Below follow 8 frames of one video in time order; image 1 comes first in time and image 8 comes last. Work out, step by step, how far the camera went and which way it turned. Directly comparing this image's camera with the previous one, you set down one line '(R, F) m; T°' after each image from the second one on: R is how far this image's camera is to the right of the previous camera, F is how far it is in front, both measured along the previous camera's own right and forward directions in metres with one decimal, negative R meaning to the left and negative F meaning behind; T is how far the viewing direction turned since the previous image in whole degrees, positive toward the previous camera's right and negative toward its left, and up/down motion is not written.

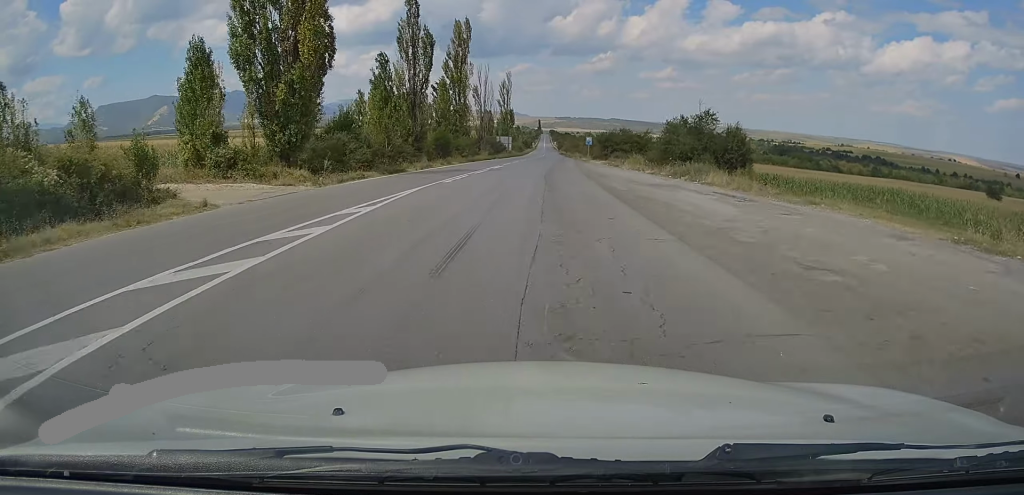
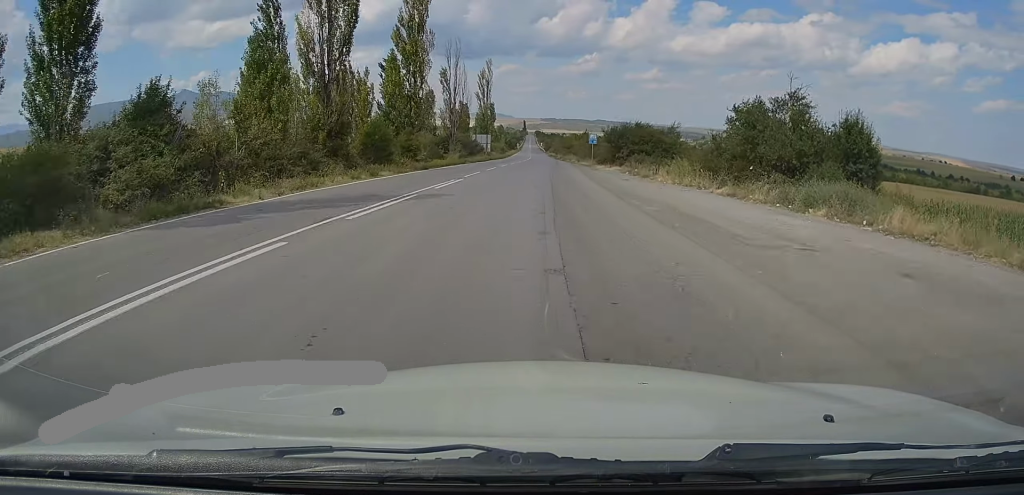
(+0.3, +21.2) m; +1°
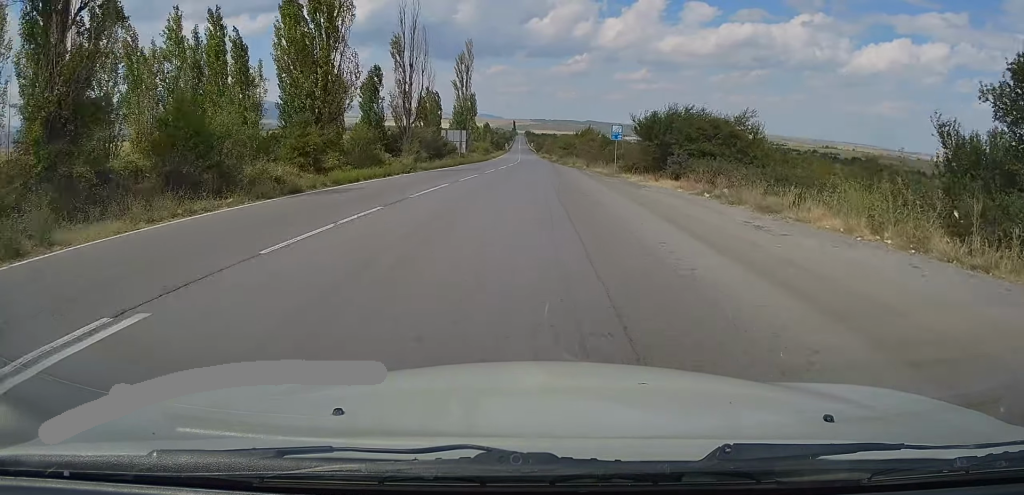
(+0.1, +21.7) m; 0°
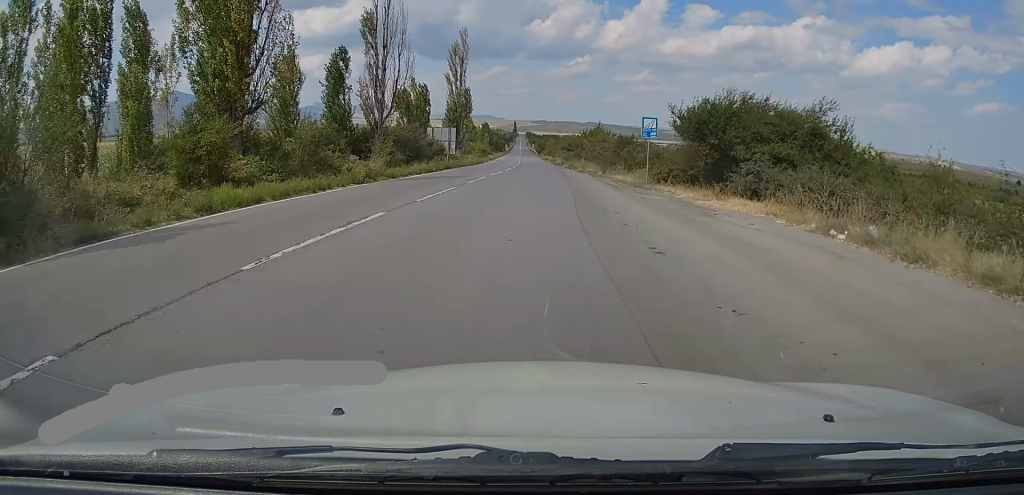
(0.0, +10.0) m; +1°
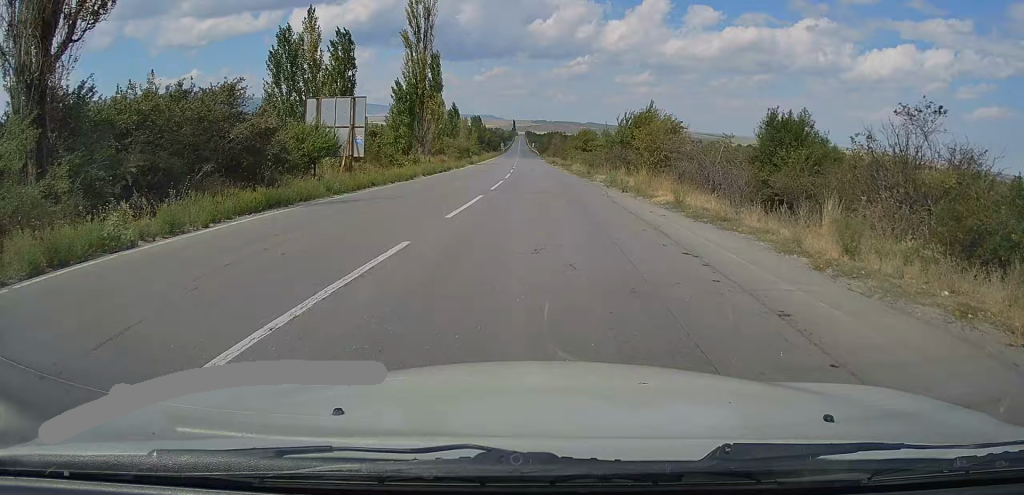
(+0.5, +30.5) m; +1°
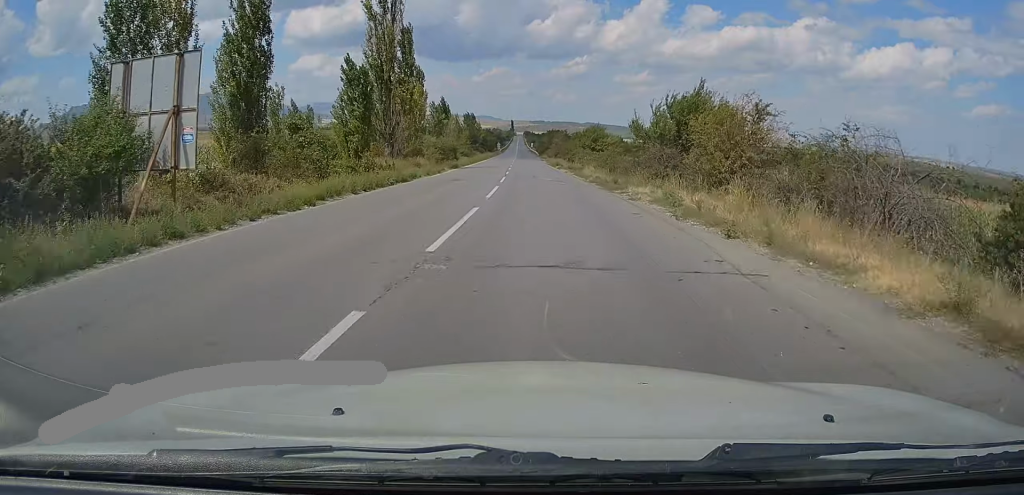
(-0.2, +12.4) m; 0°
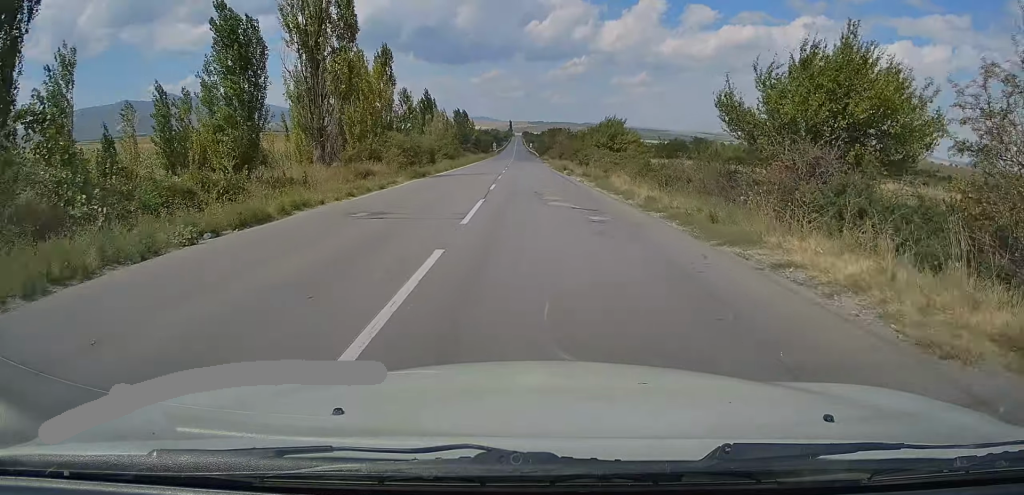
(+0.1, +14.4) m; 0°
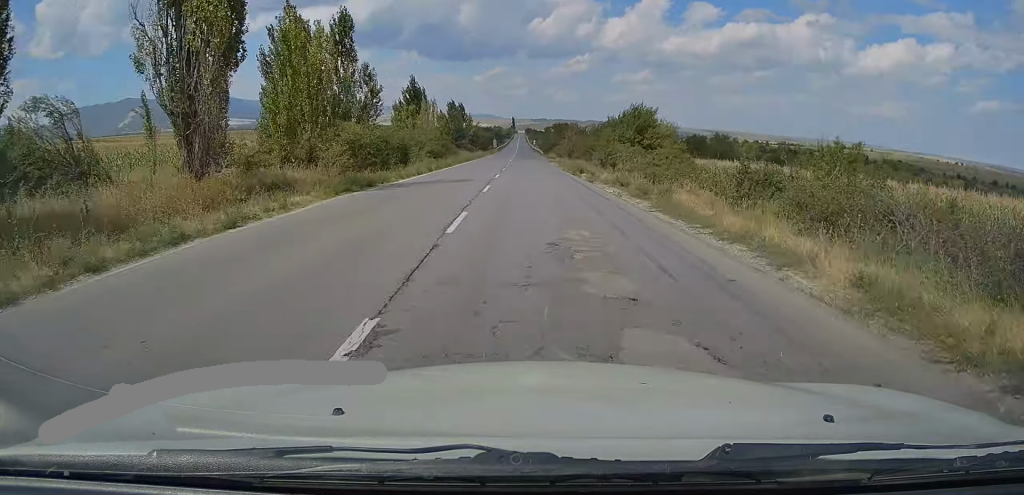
(0.0, +12.1) m; 0°
